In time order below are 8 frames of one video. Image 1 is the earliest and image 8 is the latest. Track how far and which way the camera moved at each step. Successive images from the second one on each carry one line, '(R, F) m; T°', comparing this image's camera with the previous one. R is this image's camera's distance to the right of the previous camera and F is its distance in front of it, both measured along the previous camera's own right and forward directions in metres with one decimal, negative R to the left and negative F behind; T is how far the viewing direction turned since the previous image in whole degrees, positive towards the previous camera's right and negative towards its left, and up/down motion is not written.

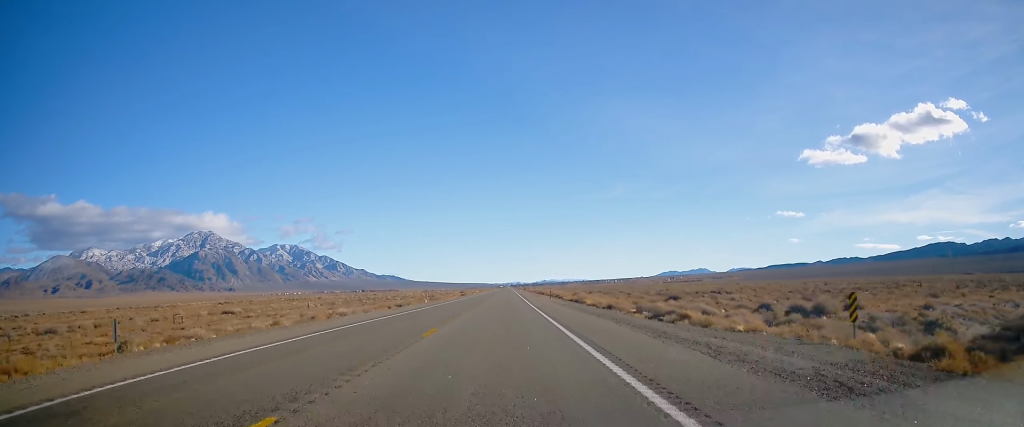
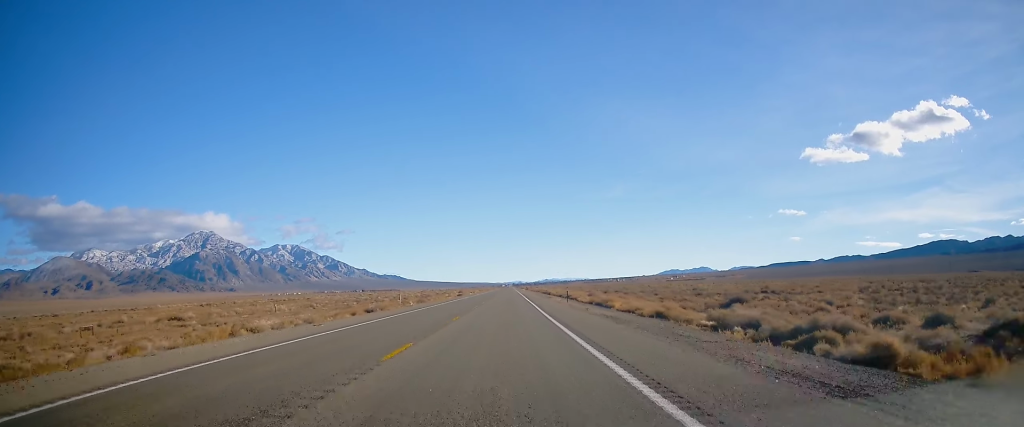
(+0.2, +16.5) m; 0°
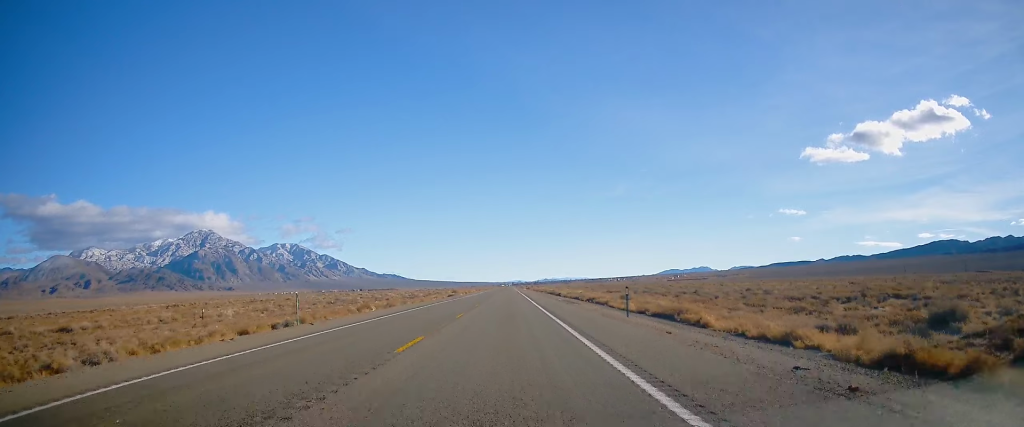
(-0.3, +23.2) m; 0°
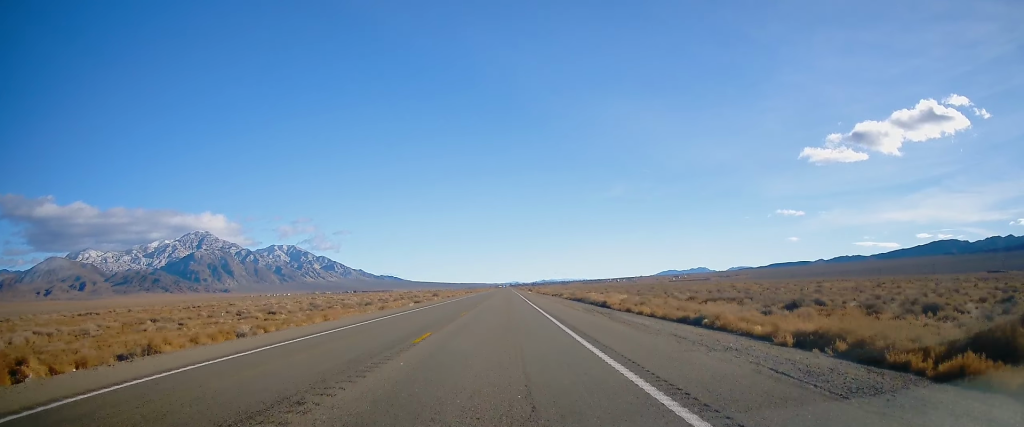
(+0.3, +46.6) m; +1°
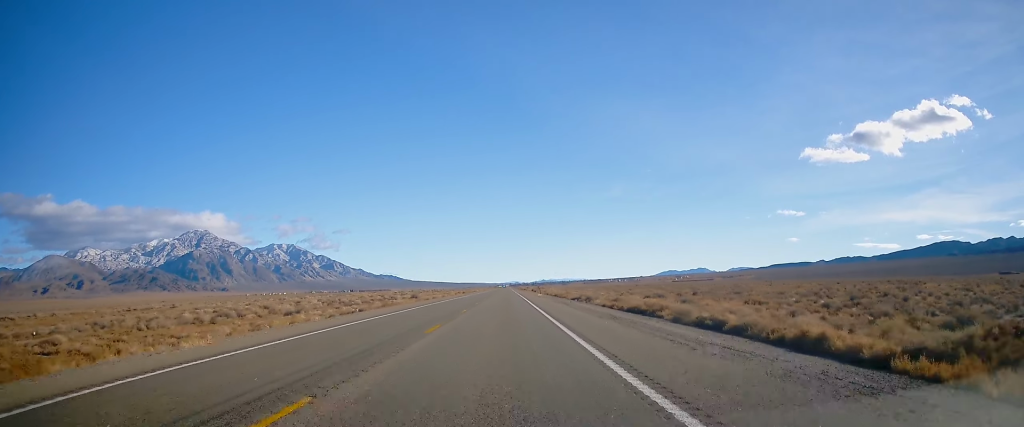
(-0.1, +34.4) m; 0°
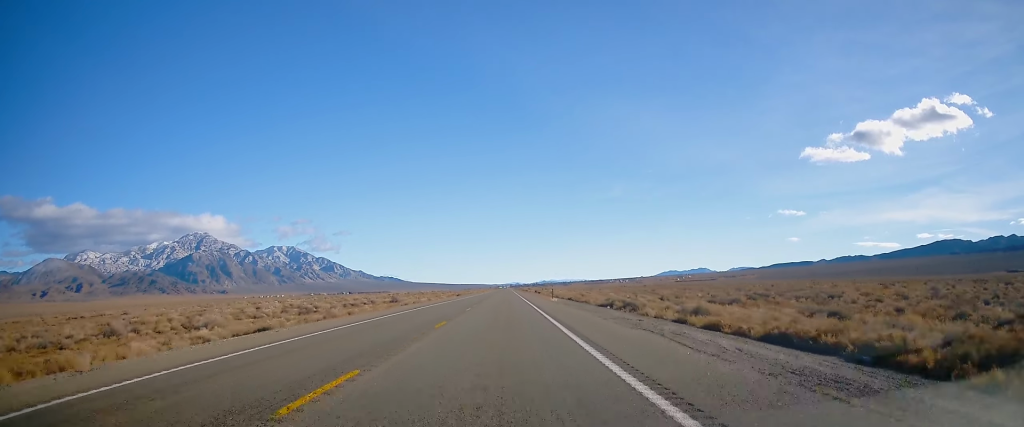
(-0.2, +22.1) m; 0°
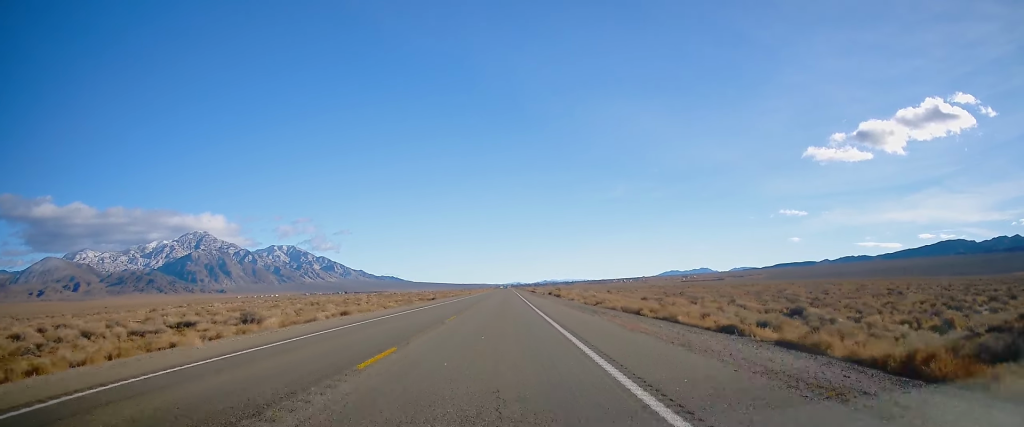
(0.0, +57.8) m; 0°
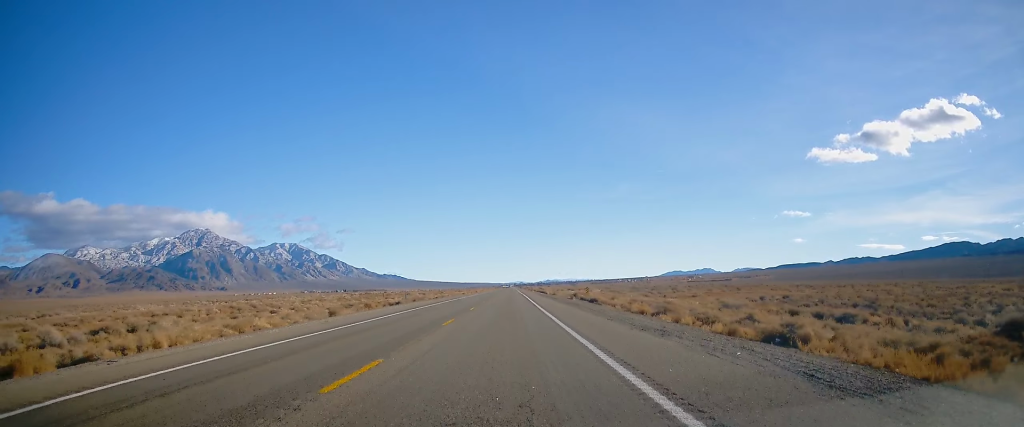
(-0.1, +39.0) m; 0°
